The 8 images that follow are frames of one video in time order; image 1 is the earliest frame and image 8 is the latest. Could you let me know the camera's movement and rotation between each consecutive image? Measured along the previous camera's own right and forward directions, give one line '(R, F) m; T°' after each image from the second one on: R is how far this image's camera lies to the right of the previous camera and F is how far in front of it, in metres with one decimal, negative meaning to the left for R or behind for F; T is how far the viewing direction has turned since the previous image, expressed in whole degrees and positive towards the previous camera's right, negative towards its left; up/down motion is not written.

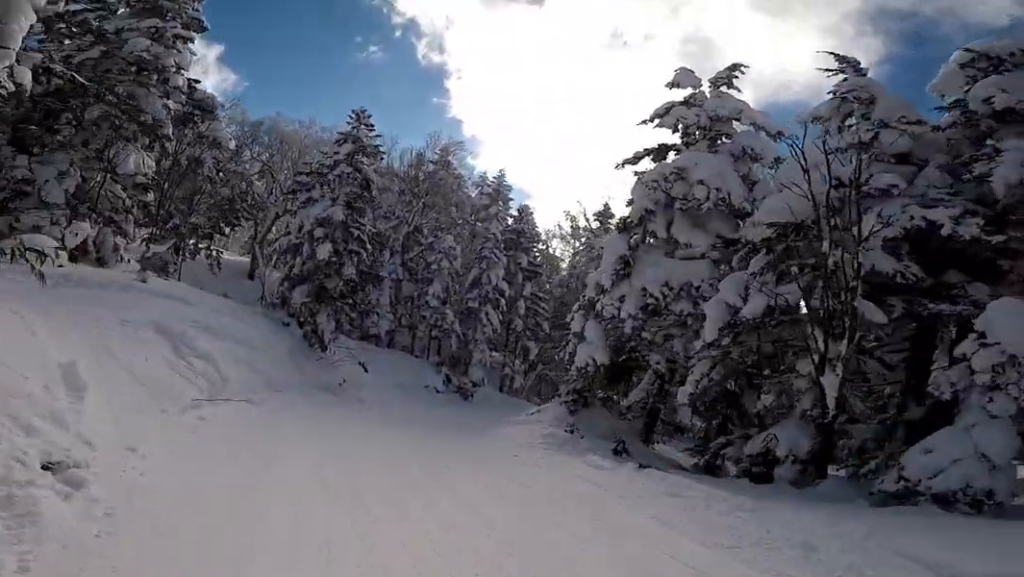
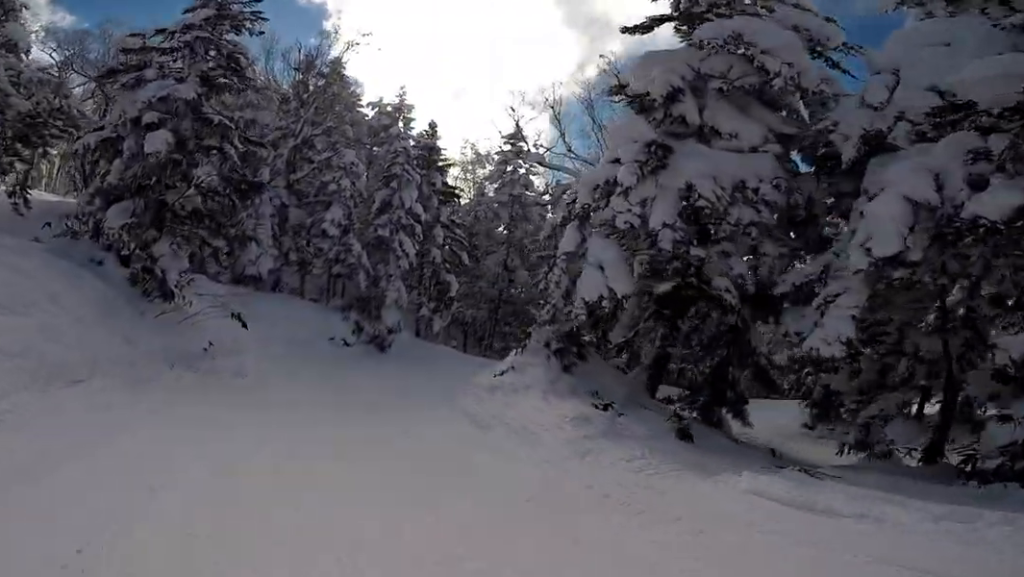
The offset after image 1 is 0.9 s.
(+0.8, +5.8) m; +16°
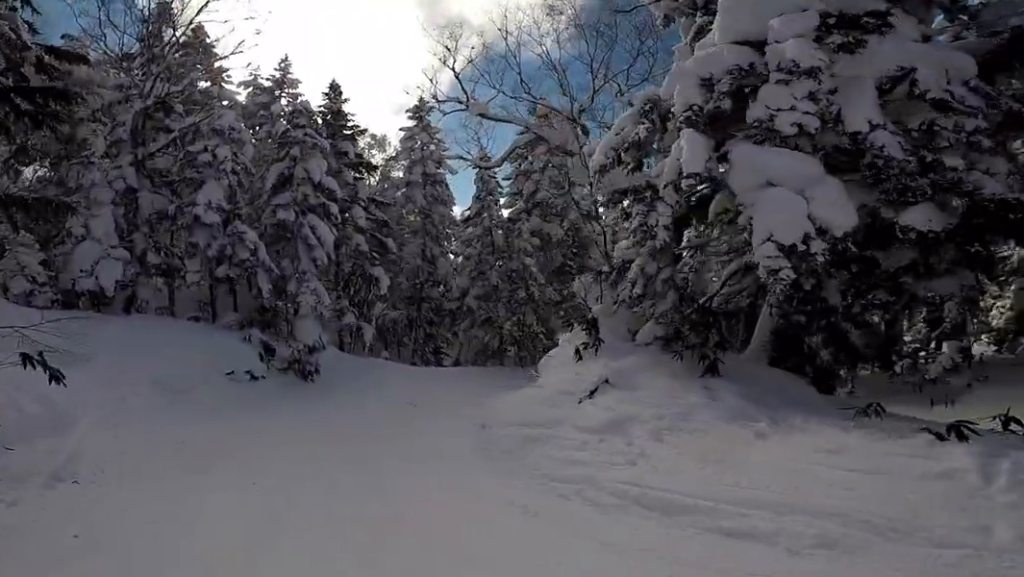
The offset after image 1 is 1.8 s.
(+0.7, +5.8) m; +18°
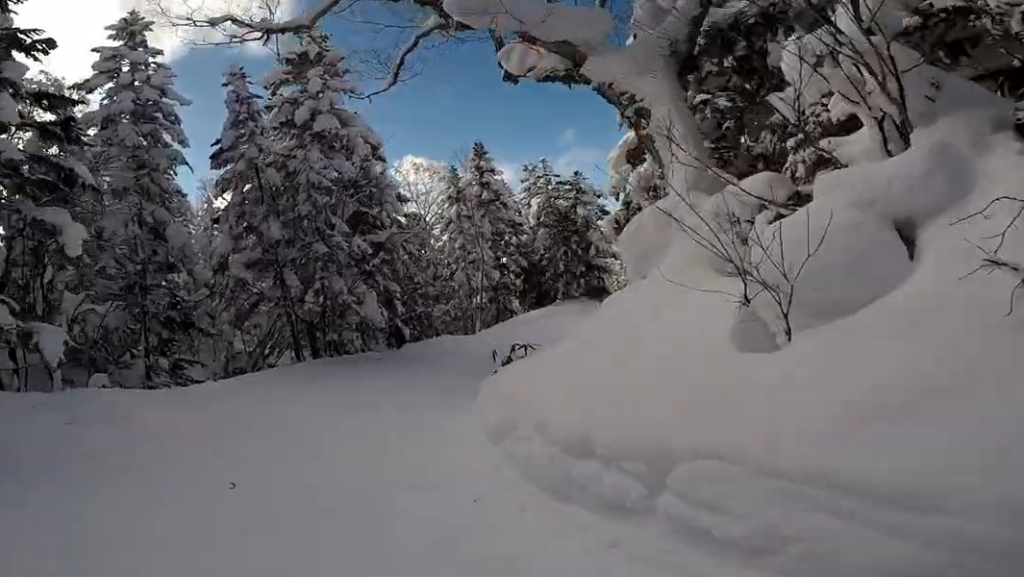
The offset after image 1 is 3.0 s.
(+2.2, +7.6) m; +32°
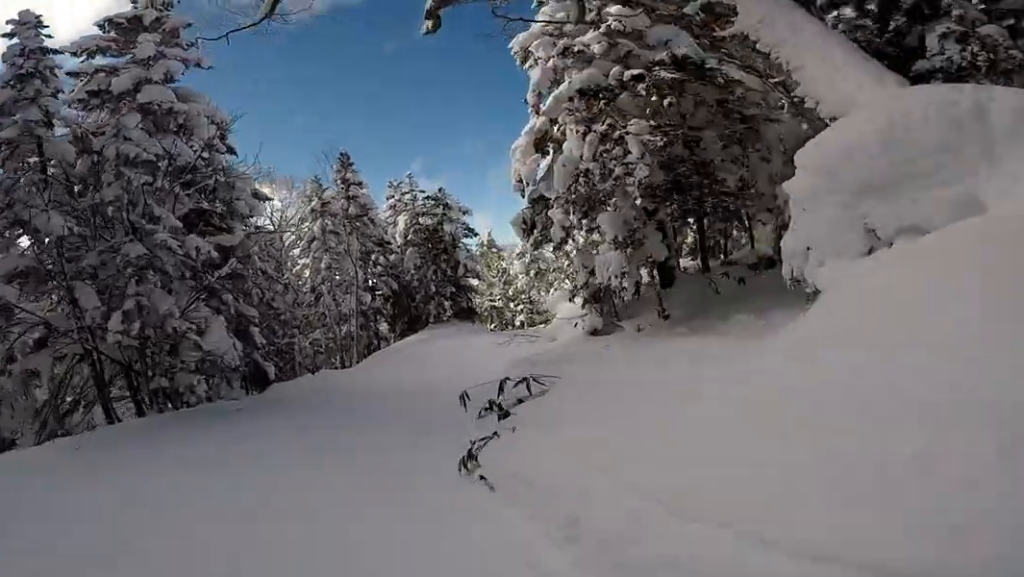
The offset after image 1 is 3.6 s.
(+0.5, +4.2) m; +14°
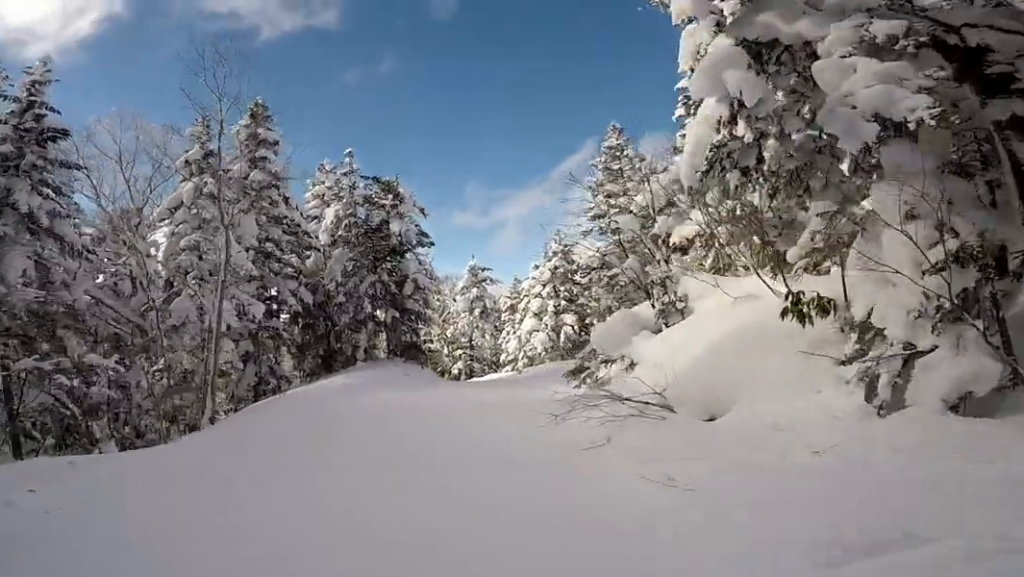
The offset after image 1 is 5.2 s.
(+2.4, +10.6) m; +23°
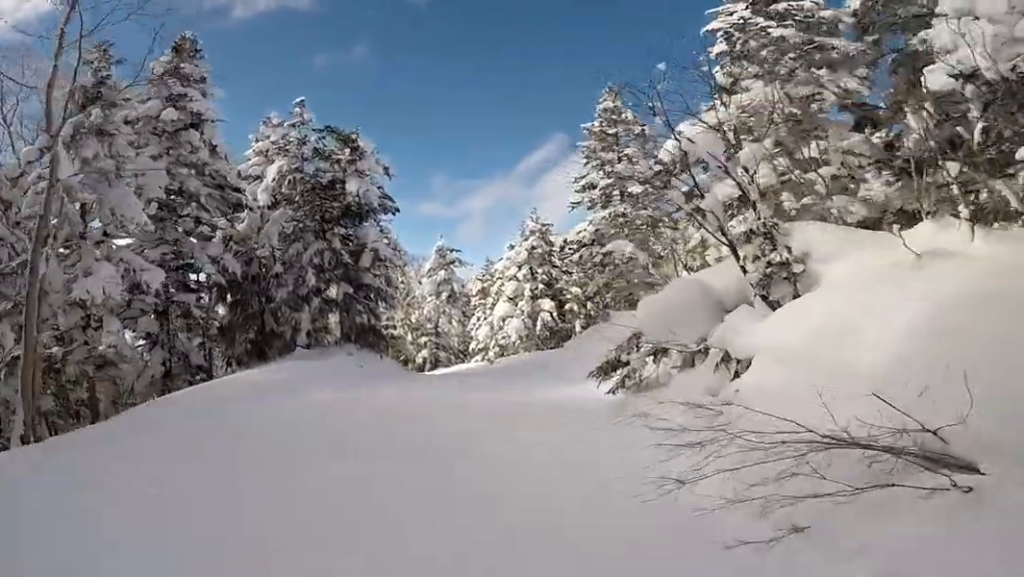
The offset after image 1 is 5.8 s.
(+0.4, +4.1) m; +5°
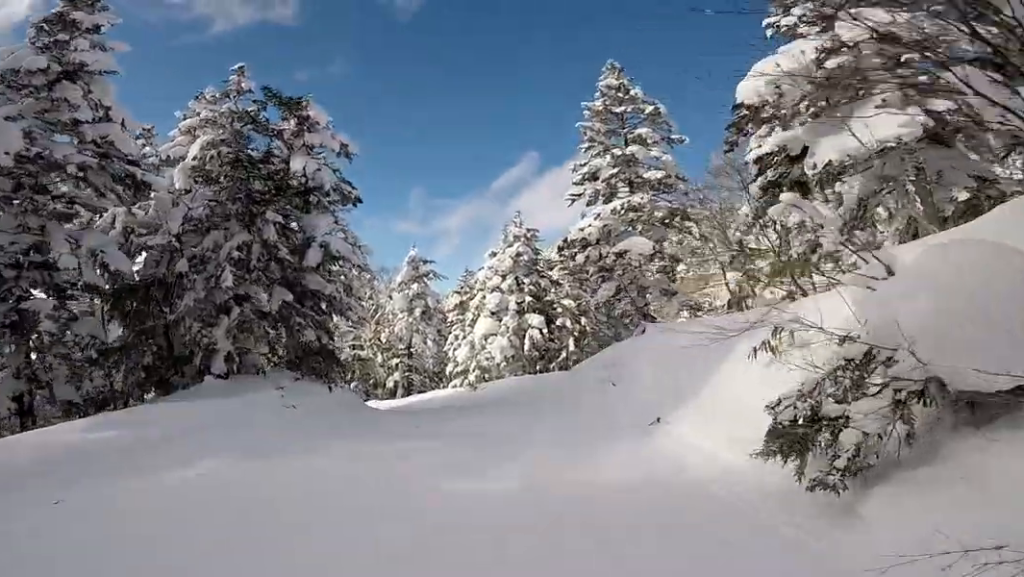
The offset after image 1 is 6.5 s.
(+0.6, +4.7) m; +1°
